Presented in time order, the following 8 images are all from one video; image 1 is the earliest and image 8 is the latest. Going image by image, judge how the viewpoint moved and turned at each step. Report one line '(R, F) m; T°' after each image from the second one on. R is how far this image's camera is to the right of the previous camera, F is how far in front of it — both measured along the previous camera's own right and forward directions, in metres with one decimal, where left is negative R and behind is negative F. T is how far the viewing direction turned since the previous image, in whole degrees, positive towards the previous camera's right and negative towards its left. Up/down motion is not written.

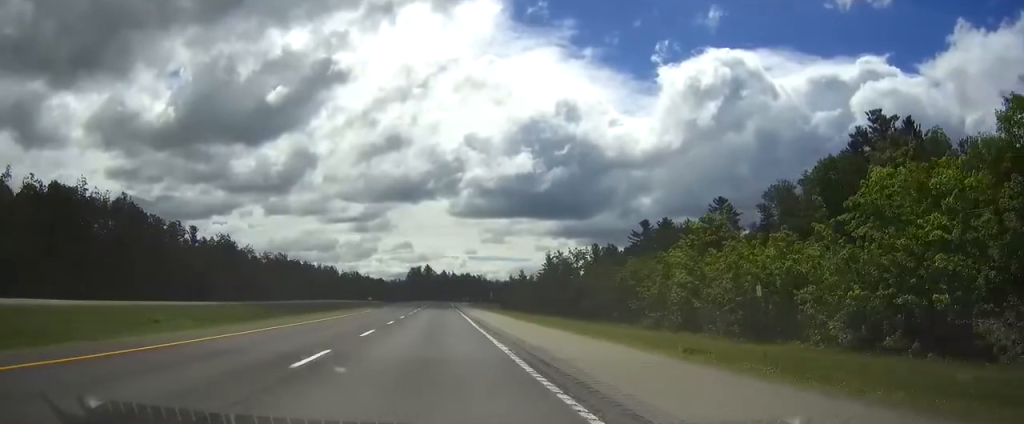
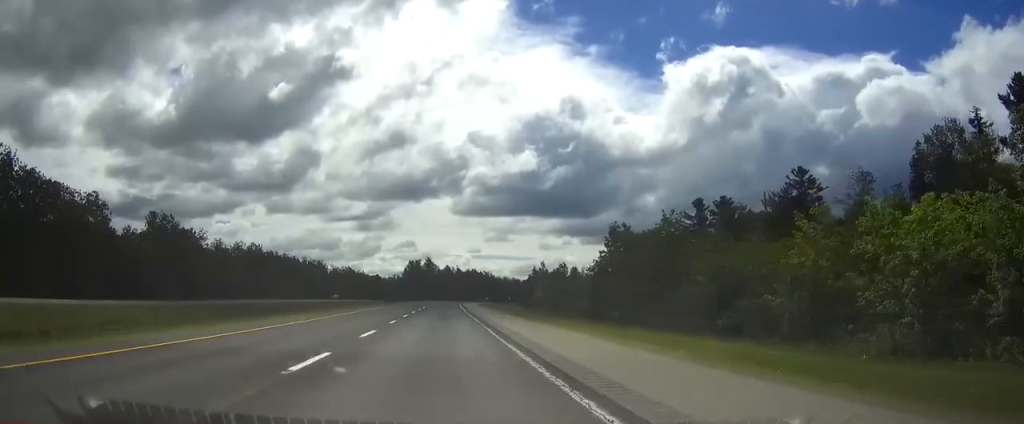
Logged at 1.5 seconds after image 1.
(0.0, +46.0) m; 0°
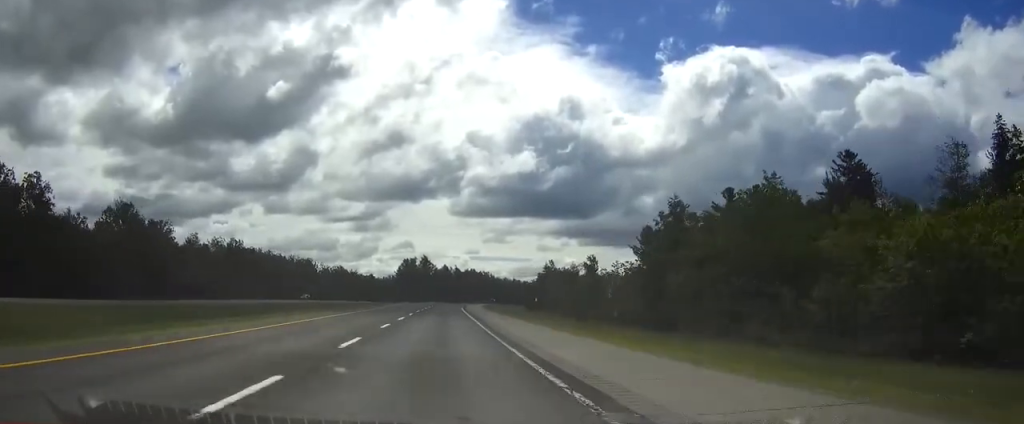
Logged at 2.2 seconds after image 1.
(-0.1, +21.5) m; 0°
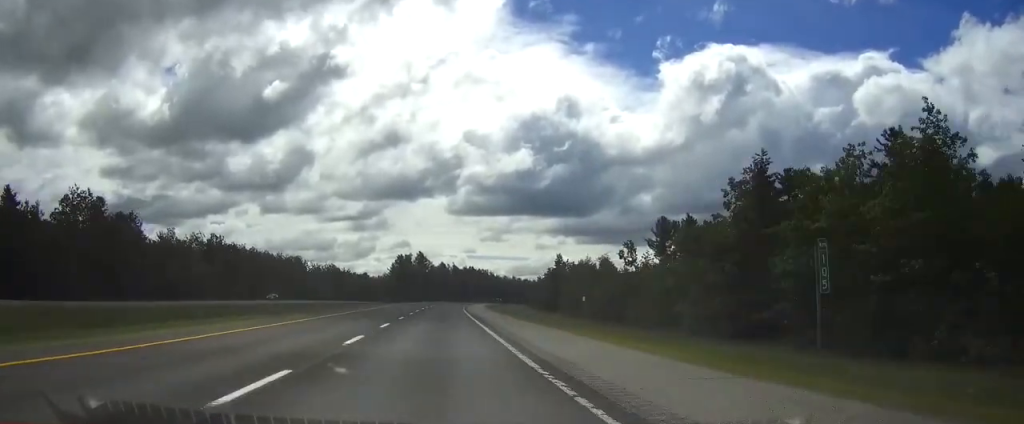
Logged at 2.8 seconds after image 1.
(0.0, +17.4) m; 0°
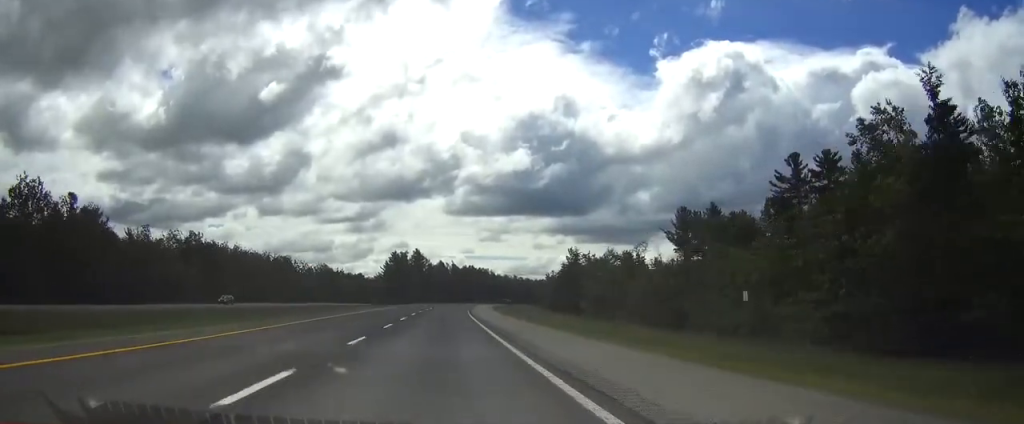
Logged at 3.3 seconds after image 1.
(0.0, +17.4) m; 0°
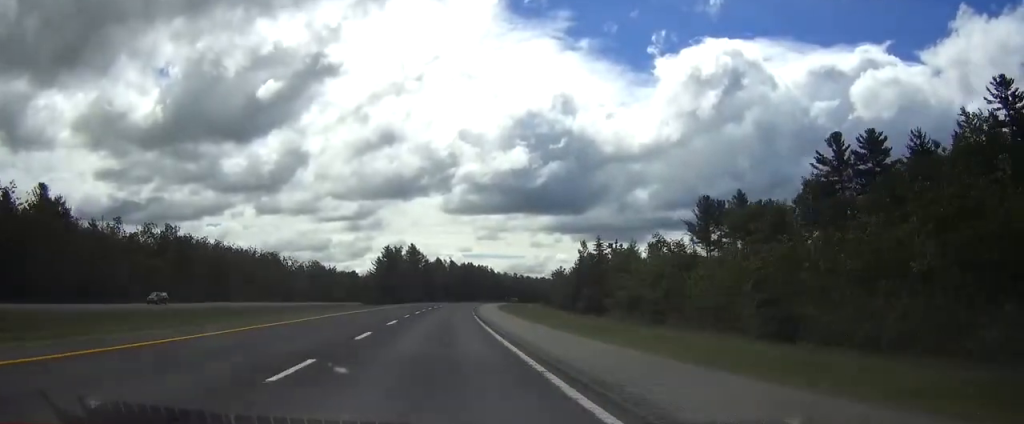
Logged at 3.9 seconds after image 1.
(0.0, +16.5) m; 0°
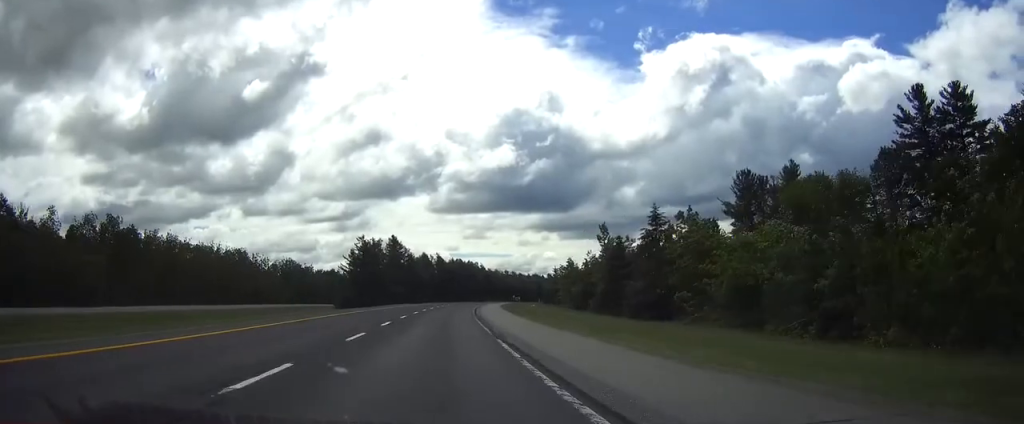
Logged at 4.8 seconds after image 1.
(+0.1, +27.8) m; +1°
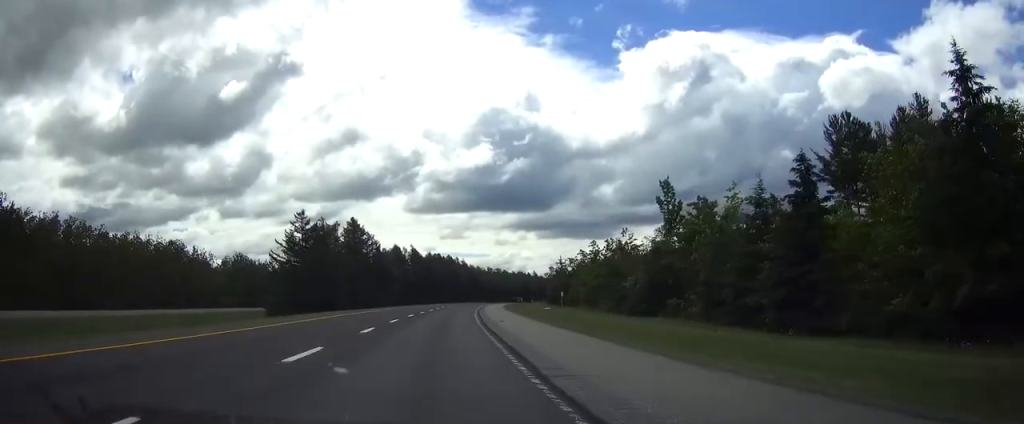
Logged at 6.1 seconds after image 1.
(+0.5, +41.2) m; +1°
